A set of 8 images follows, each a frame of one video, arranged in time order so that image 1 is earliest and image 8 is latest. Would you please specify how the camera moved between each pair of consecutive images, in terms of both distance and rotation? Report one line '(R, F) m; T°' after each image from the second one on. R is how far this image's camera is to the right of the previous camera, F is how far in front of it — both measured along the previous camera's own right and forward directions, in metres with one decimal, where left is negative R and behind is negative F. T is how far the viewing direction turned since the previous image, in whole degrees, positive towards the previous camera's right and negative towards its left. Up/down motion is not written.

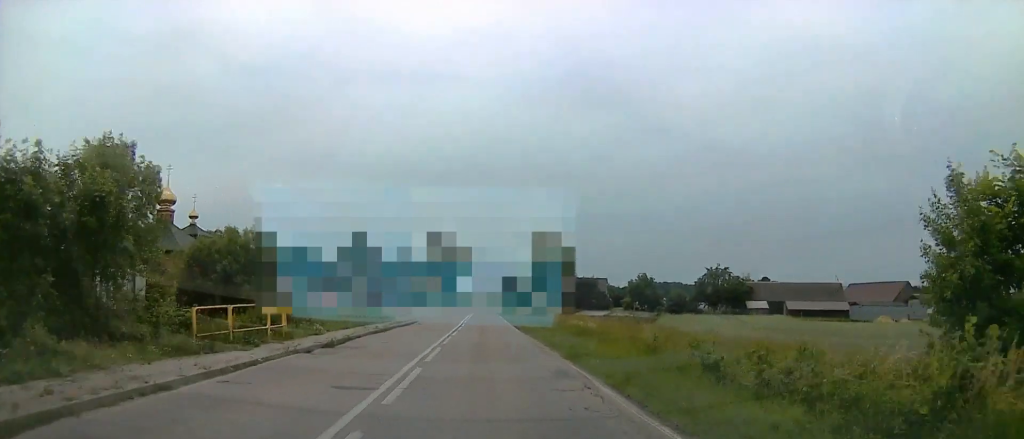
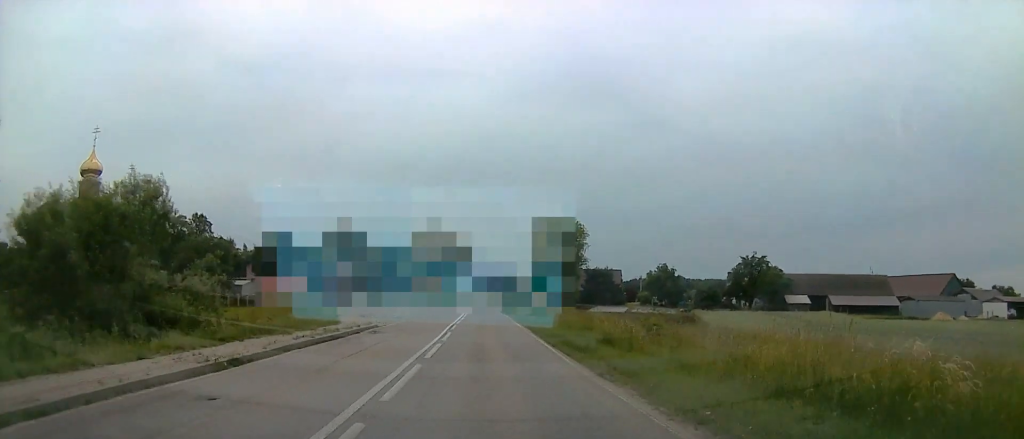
(0.0, +18.1) m; 0°
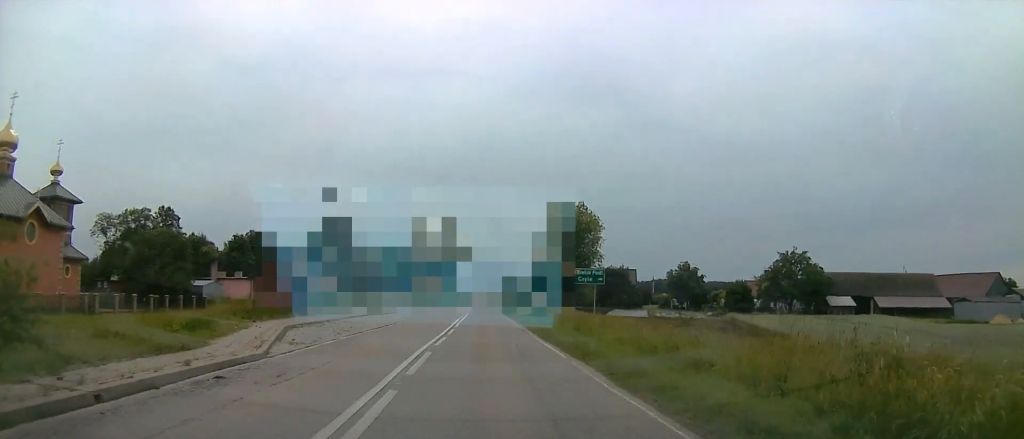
(0.0, +15.0) m; 0°
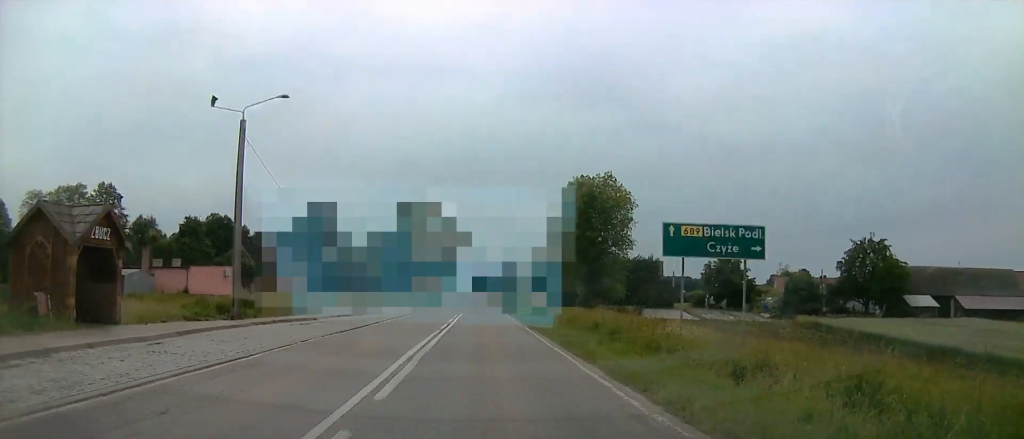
(+0.1, +21.1) m; +2°
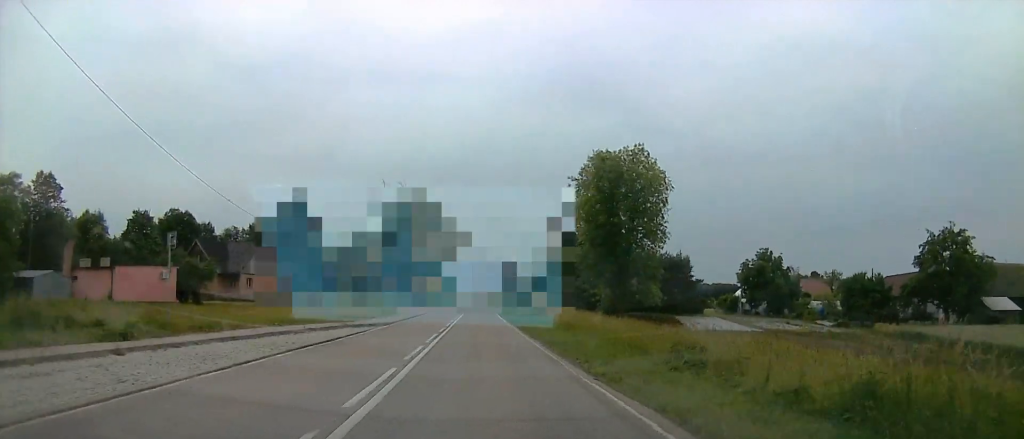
(+0.4, +15.8) m; +1°
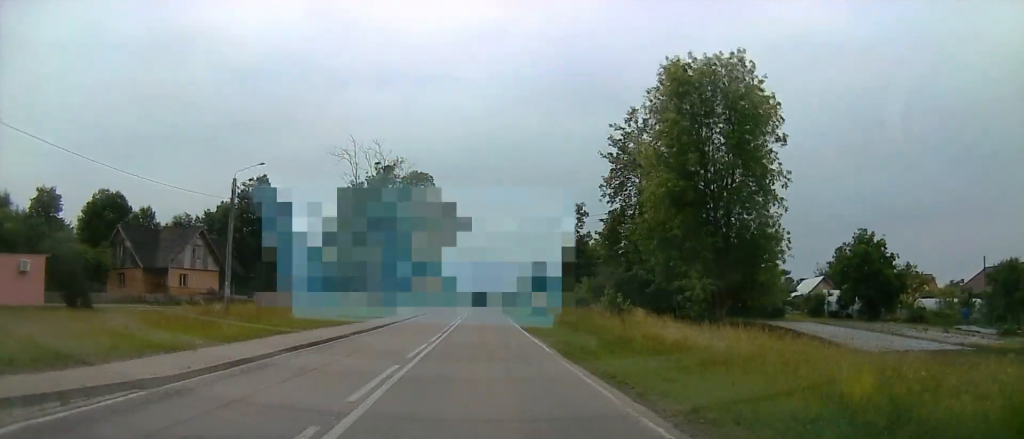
(-0.1, +23.2) m; 0°
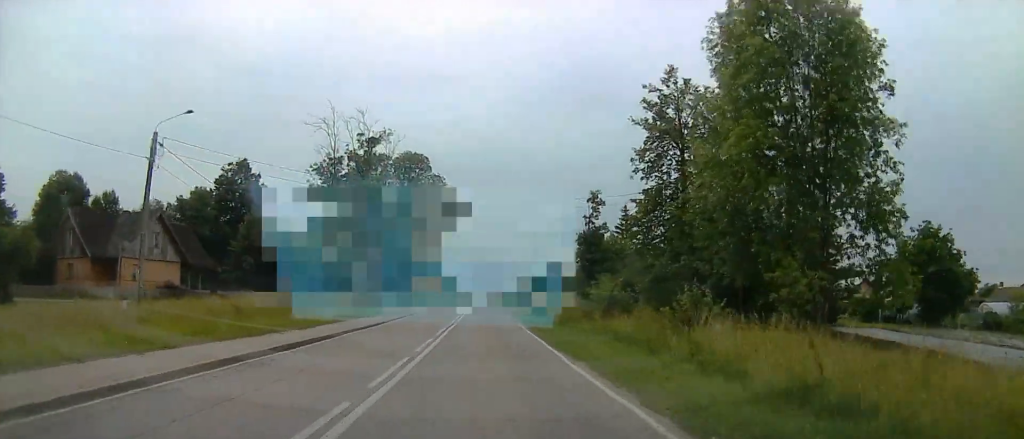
(+0.1, +10.6) m; -2°
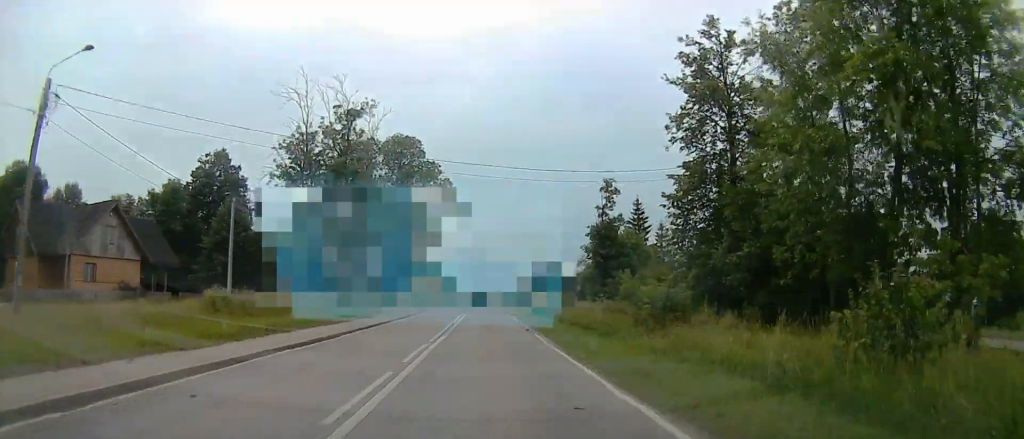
(+0.3, +8.6) m; -2°
